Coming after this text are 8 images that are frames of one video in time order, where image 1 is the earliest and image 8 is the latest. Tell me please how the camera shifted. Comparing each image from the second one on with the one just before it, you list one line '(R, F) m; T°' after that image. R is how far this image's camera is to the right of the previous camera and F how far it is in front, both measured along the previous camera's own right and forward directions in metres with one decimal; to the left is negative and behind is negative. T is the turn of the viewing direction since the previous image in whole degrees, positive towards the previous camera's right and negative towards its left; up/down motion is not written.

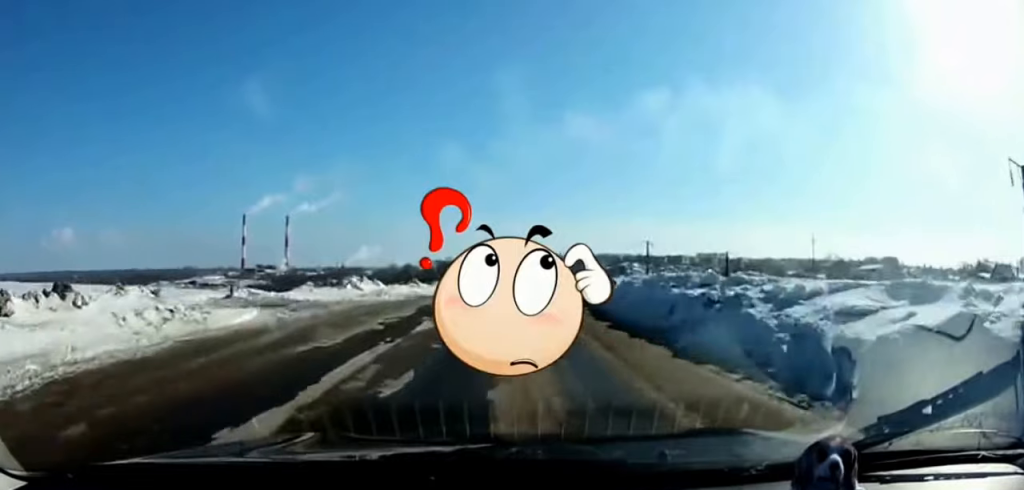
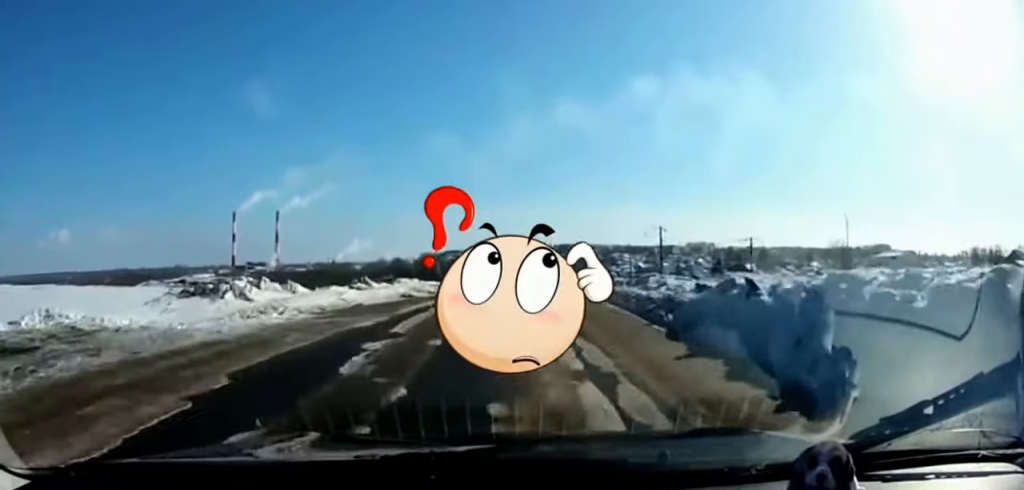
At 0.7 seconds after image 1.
(+0.1, +13.6) m; +1°
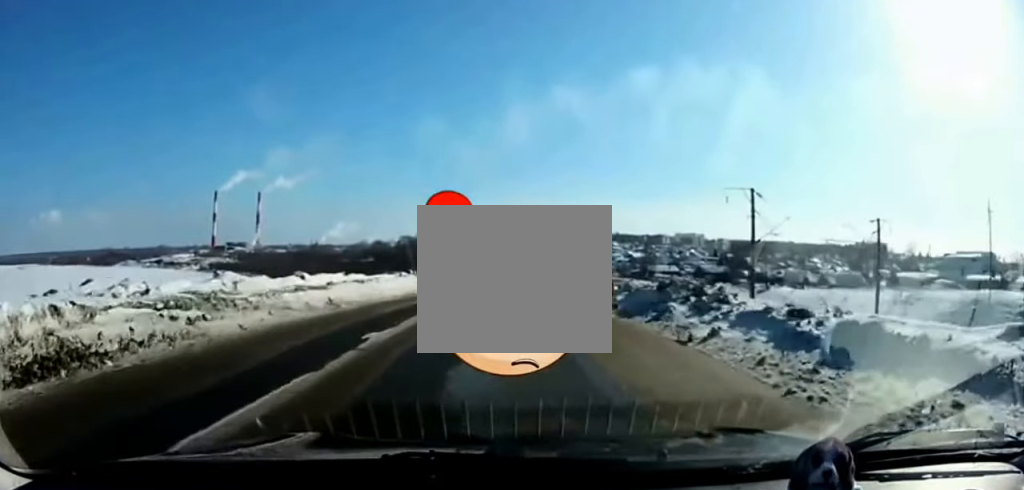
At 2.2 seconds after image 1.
(+0.5, +30.1) m; +1°
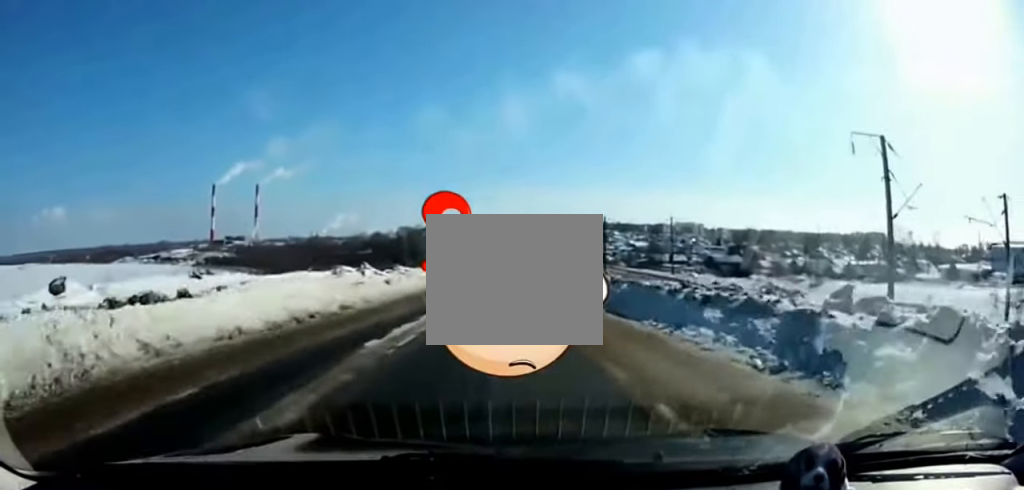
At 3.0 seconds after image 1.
(0.0, +16.6) m; 0°
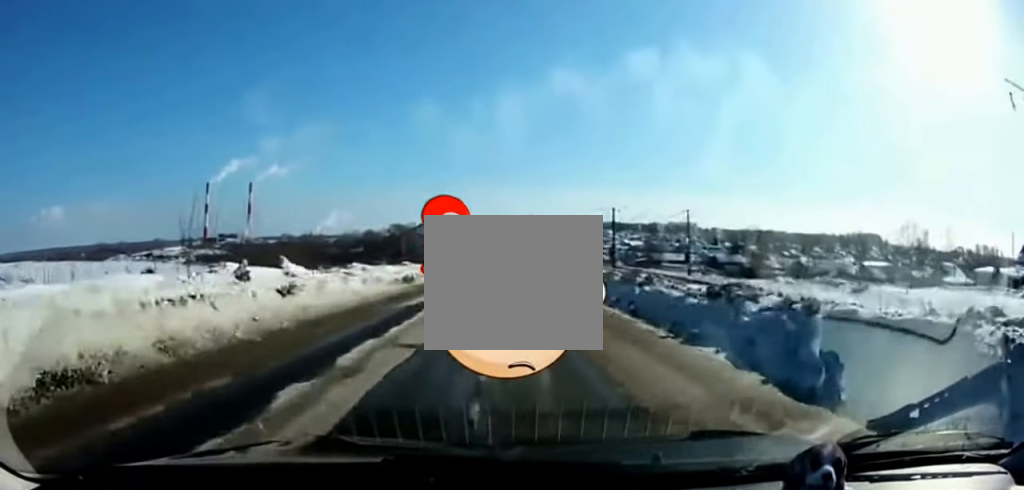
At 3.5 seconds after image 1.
(+0.1, +11.8) m; 0°
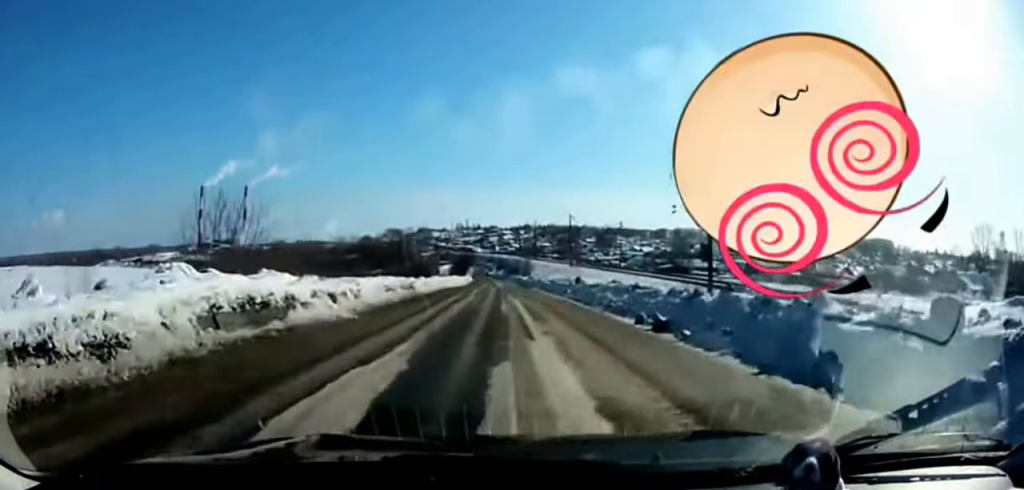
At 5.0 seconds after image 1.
(+0.1, +32.9) m; 0°
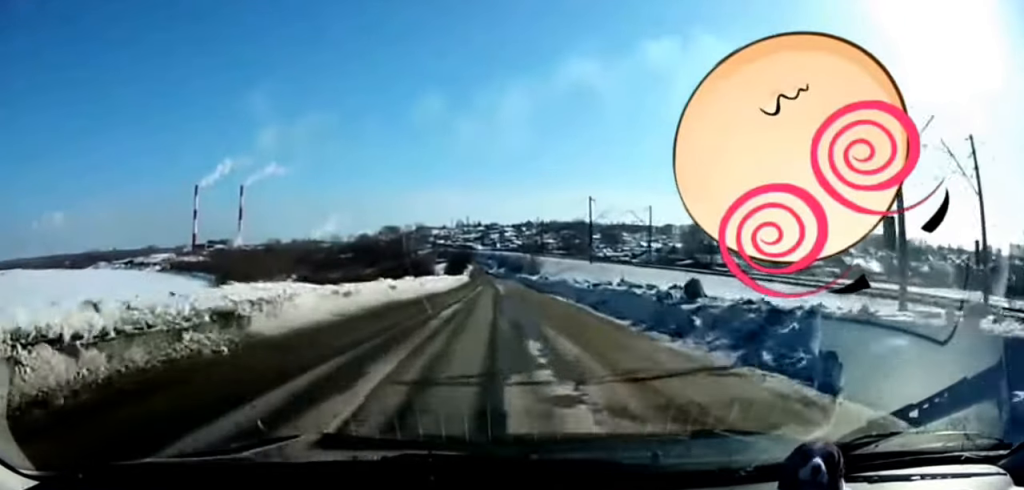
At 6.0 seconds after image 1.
(-0.1, +22.4) m; 0°
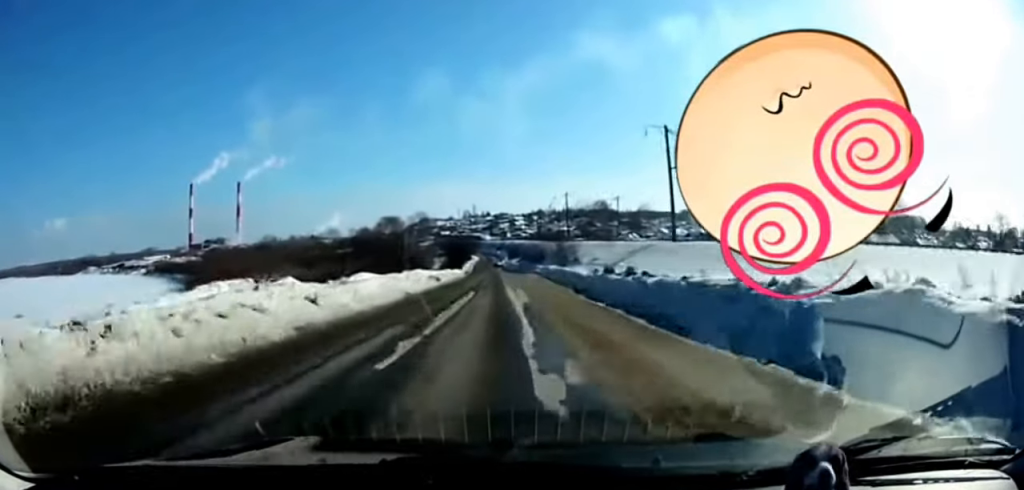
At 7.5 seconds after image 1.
(-0.1, +34.2) m; -1°
